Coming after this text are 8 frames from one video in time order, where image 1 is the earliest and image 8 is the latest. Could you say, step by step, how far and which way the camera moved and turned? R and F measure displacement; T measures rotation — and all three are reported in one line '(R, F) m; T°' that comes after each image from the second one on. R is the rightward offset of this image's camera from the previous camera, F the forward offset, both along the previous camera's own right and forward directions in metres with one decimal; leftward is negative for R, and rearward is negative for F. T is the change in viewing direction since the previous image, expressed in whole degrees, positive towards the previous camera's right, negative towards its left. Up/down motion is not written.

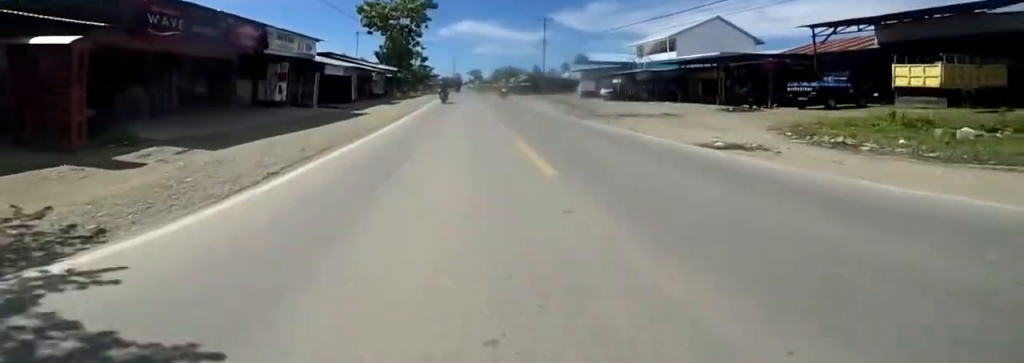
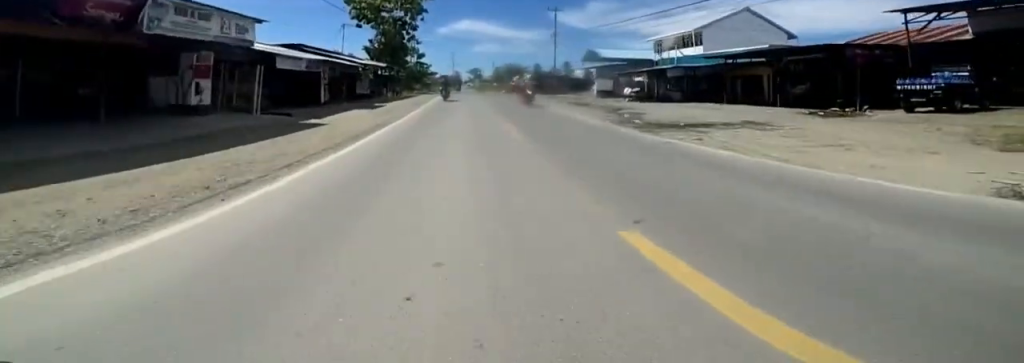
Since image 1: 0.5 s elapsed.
(+0.2, +4.8) m; -3°
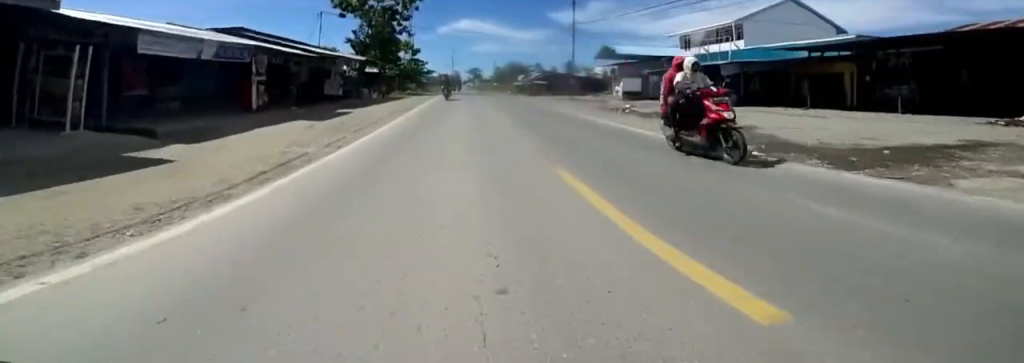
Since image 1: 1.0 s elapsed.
(-0.3, +5.8) m; -2°
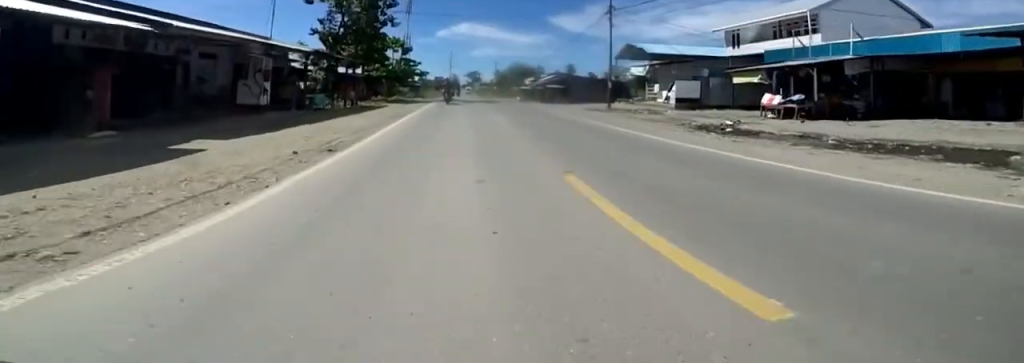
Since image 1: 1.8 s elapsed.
(-0.8, +7.7) m; 0°
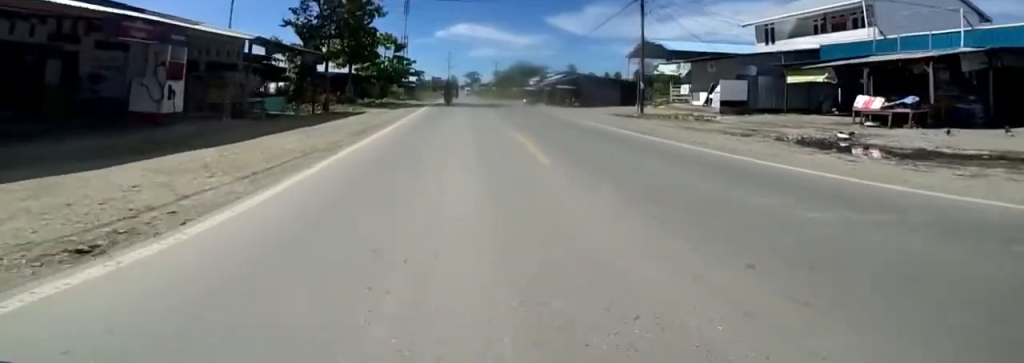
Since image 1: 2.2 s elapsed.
(+0.5, +4.1) m; 0°
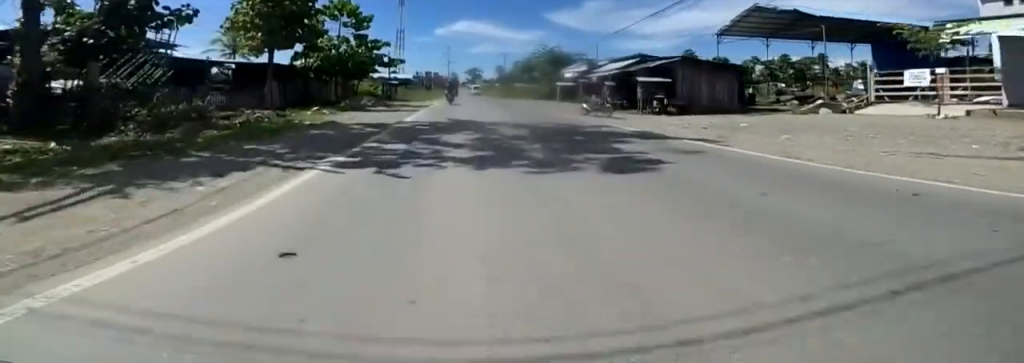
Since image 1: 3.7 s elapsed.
(-0.6, +15.6) m; 0°
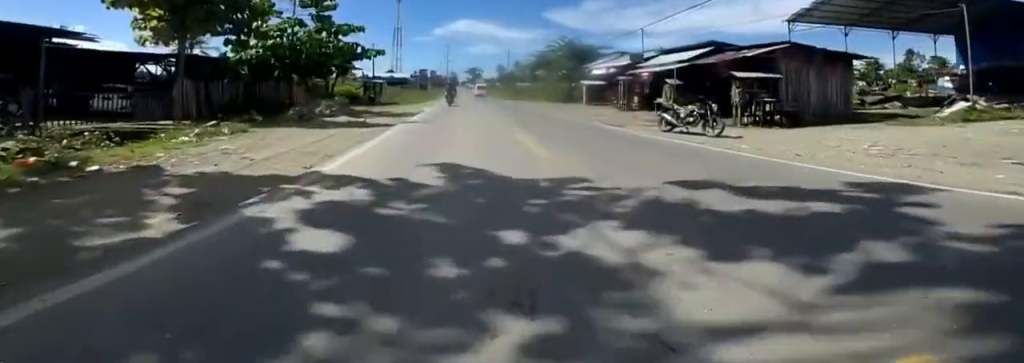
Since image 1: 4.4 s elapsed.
(+0.8, +6.9) m; 0°
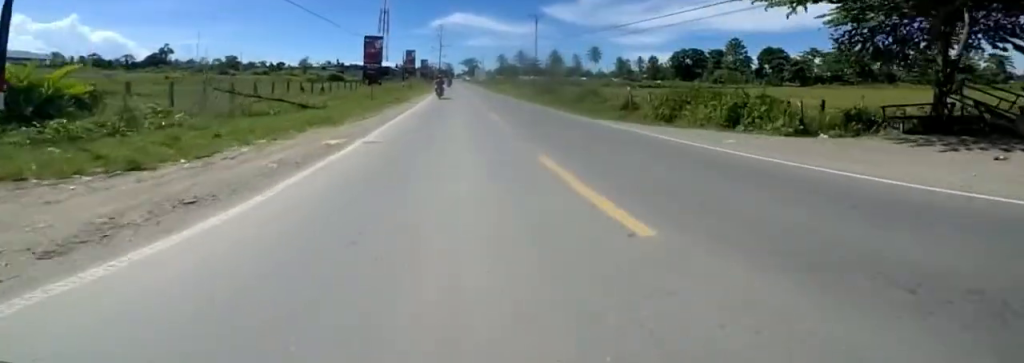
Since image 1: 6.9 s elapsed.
(+0.2, +26.2) m; 0°
